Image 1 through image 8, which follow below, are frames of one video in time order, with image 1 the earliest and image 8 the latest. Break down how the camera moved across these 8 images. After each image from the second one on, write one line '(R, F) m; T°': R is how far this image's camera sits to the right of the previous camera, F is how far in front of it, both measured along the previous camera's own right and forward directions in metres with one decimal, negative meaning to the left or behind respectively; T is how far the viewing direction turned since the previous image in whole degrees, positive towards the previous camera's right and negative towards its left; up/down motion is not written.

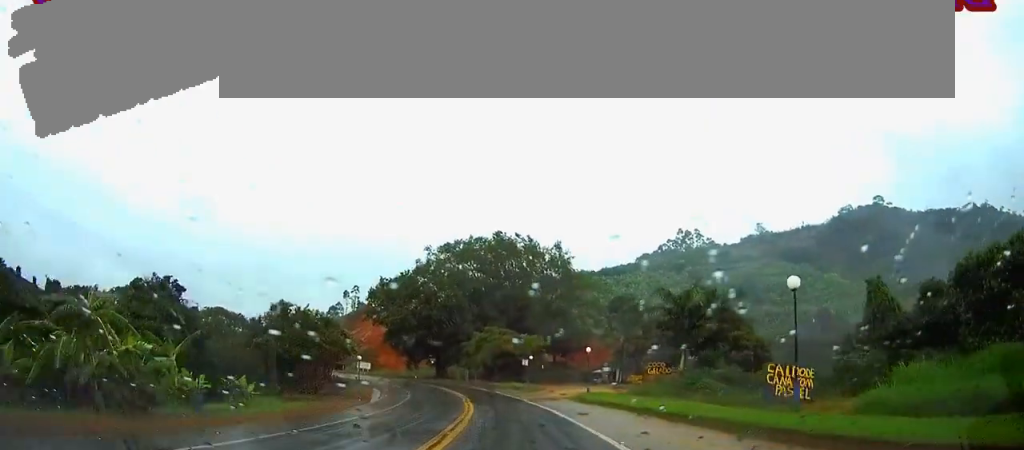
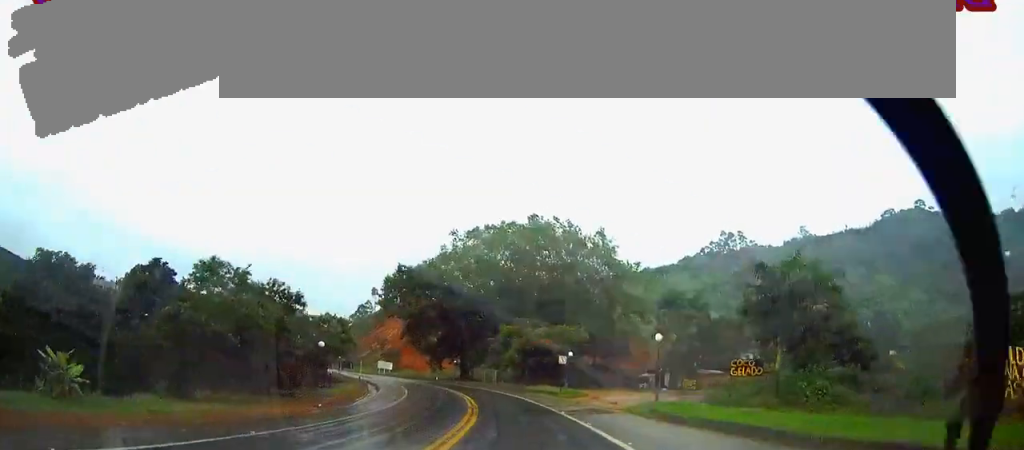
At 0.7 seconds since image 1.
(-0.4, +14.9) m; -3°
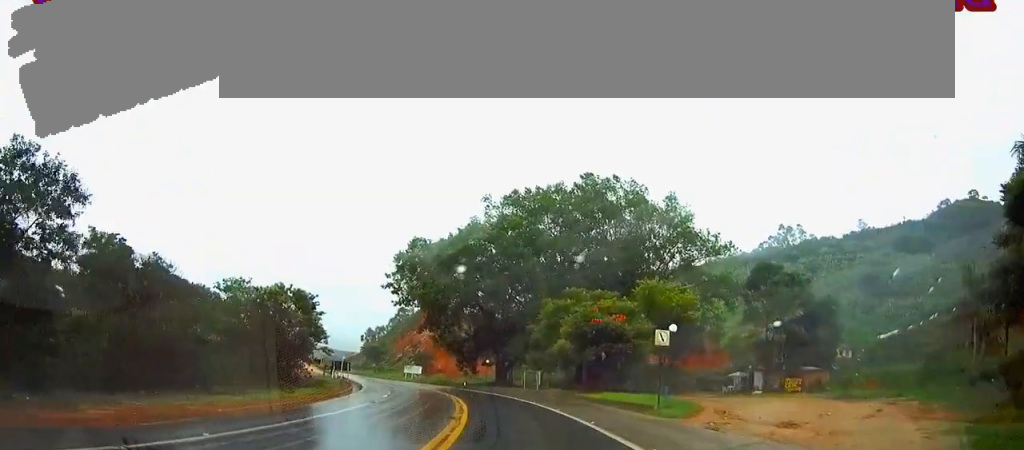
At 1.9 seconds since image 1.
(-1.0, +23.8) m; -5°
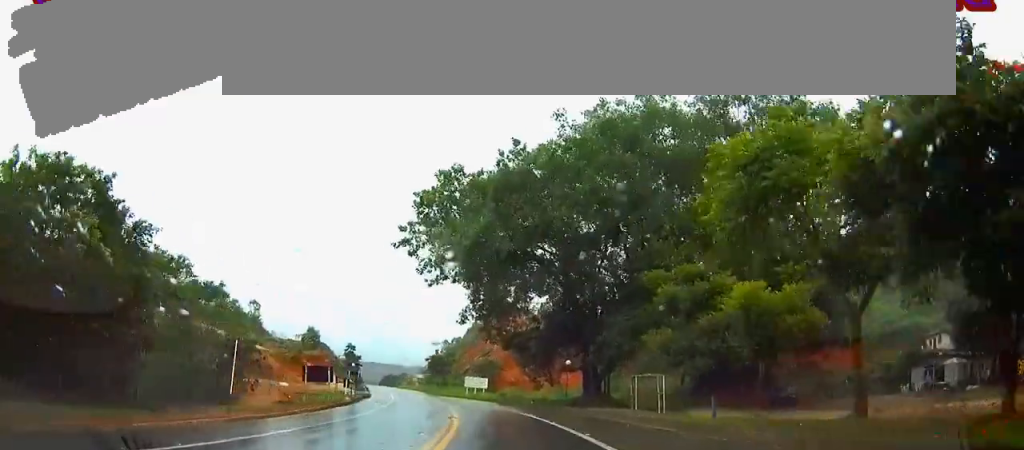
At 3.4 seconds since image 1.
(-1.3, +30.0) m; -7°
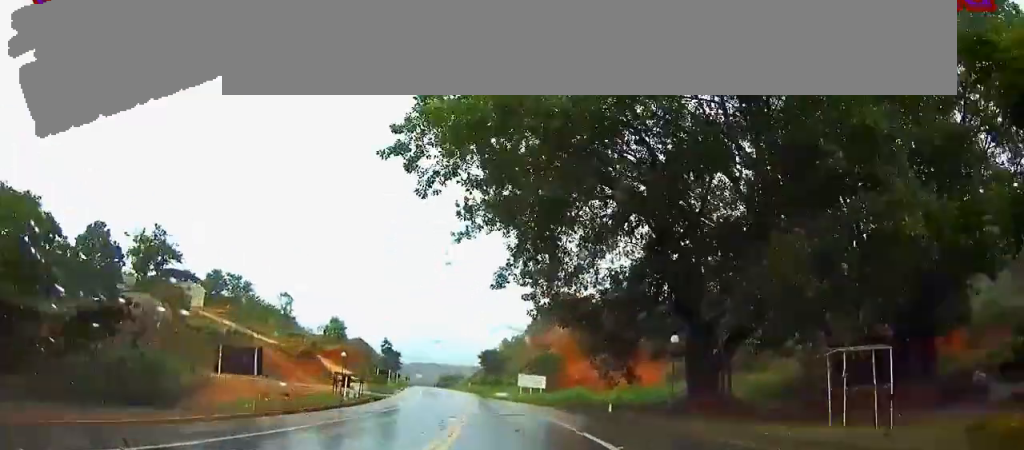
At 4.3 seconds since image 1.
(-1.0, +18.7) m; -6°
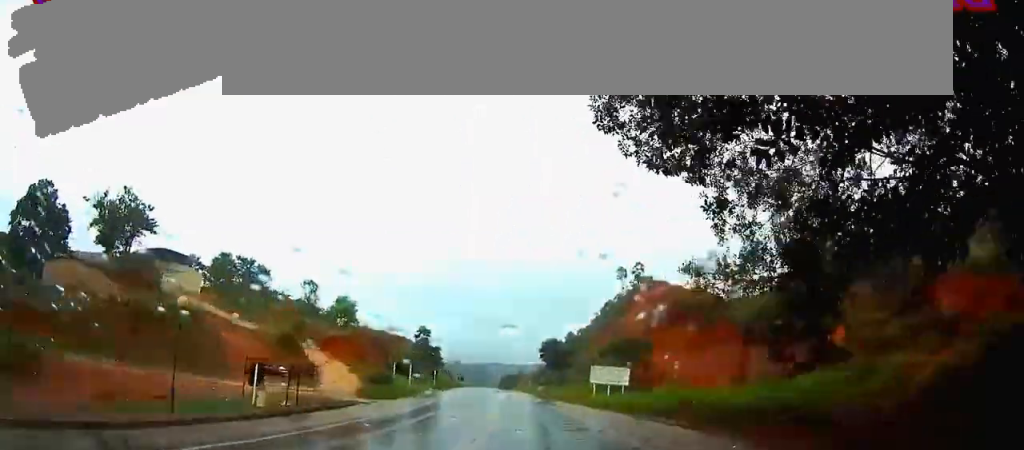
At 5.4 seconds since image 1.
(-1.4, +24.8) m; -4°
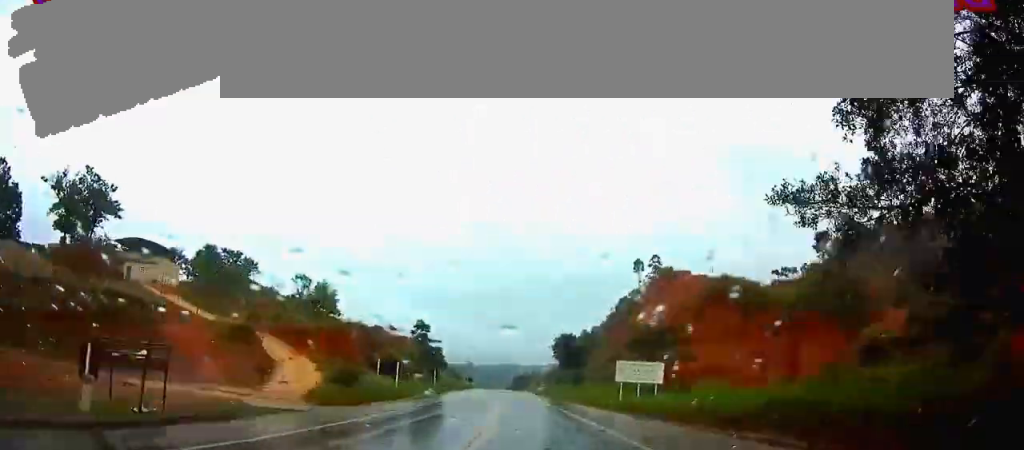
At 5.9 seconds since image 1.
(0.0, +10.8) m; -1°
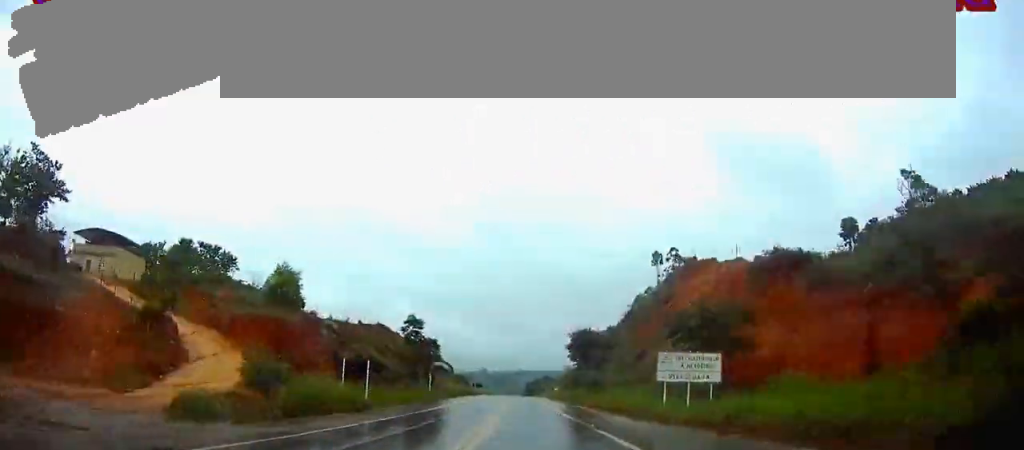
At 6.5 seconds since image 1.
(0.0, +12.3) m; -1°
